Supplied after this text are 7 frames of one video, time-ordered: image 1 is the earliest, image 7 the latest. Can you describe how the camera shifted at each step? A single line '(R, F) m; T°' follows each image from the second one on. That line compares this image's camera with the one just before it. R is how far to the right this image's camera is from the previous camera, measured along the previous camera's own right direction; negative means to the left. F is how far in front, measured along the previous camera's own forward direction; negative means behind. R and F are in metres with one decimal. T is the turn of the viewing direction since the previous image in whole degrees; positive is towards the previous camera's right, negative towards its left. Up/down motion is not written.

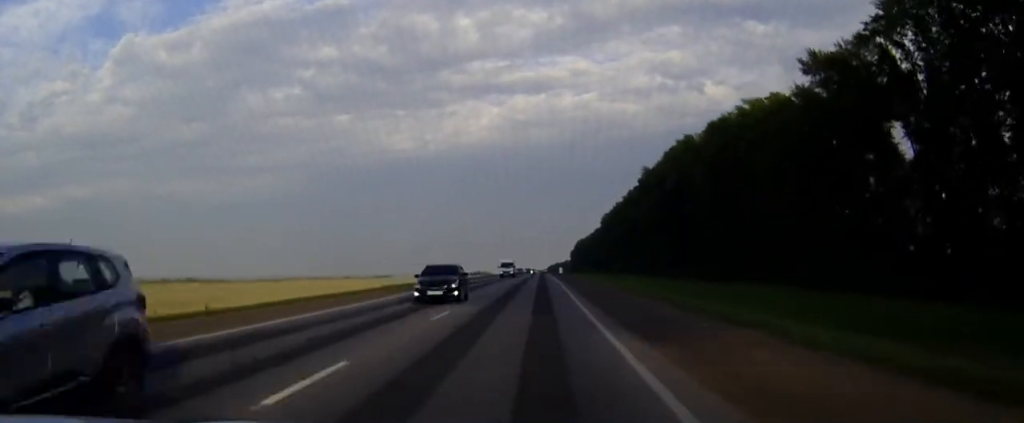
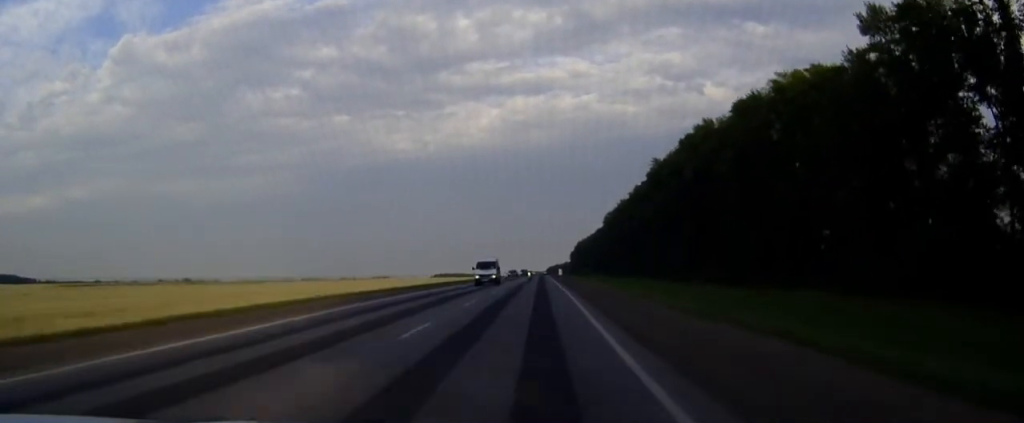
(0.0, +16.2) m; 0°
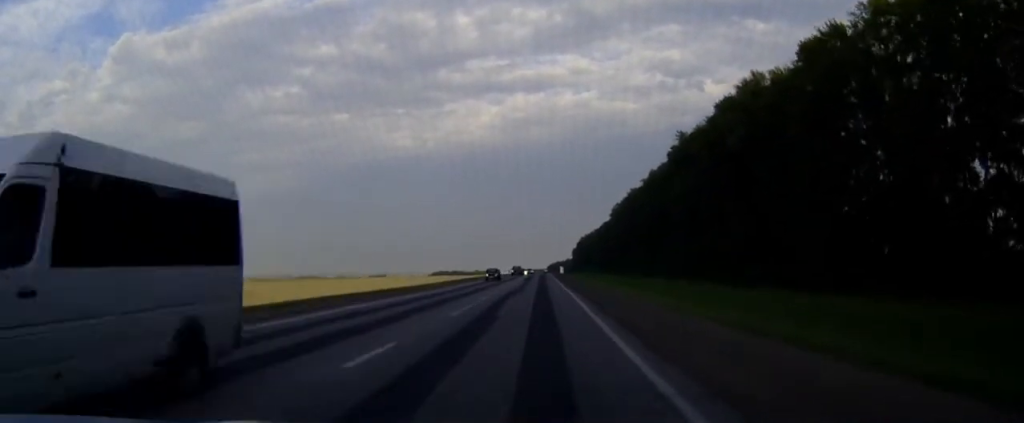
(0.0, +28.0) m; 0°
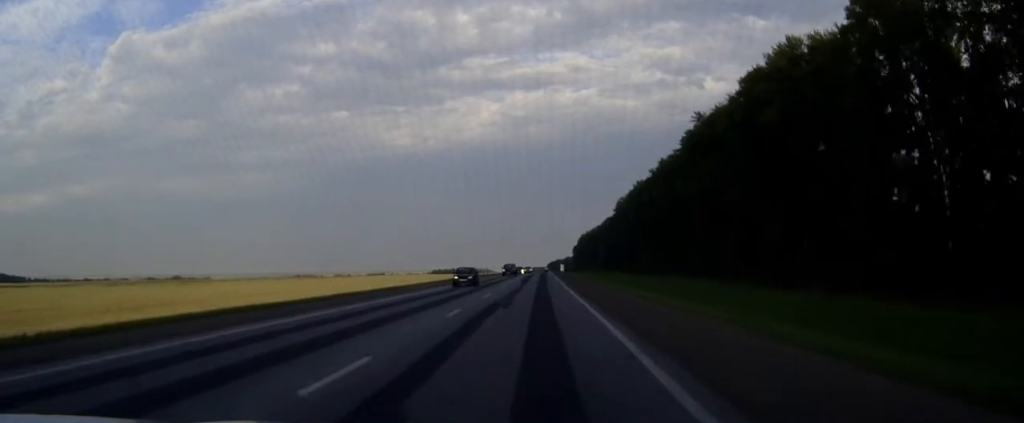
(0.0, +14.2) m; 0°
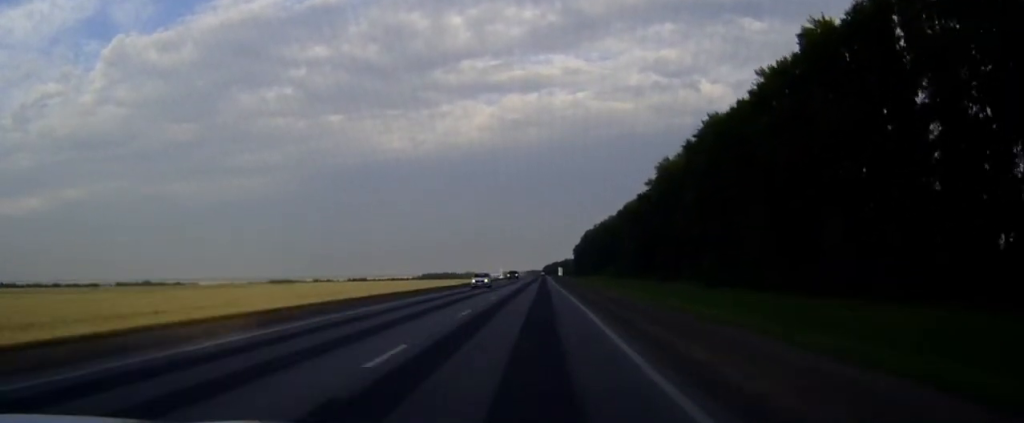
(+0.2, +93.0) m; 0°
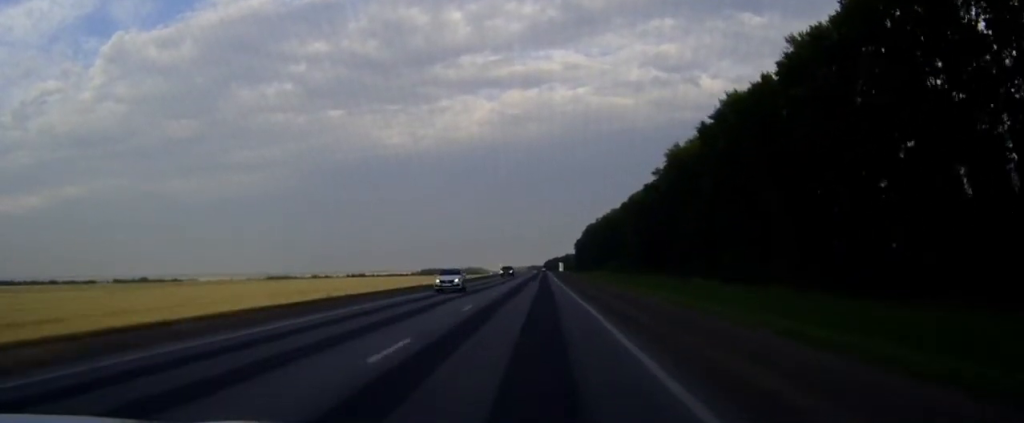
(0.0, +11.3) m; 0°
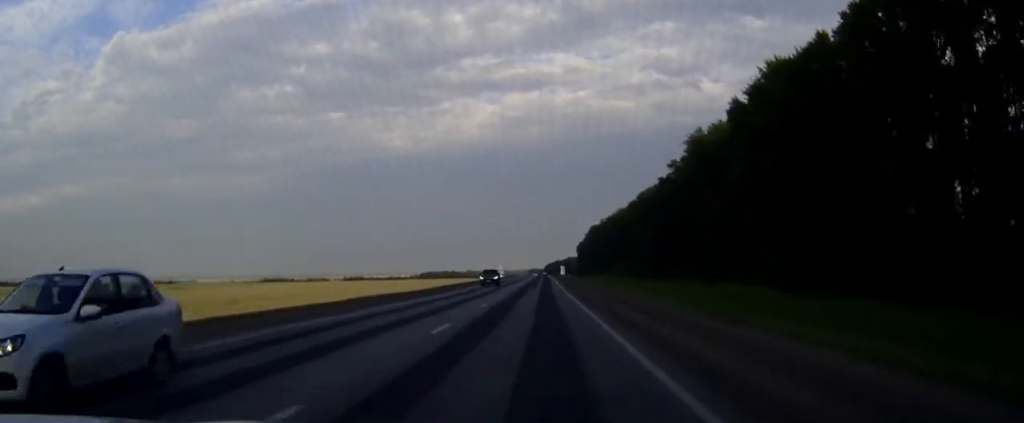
(0.0, +18.4) m; 0°
